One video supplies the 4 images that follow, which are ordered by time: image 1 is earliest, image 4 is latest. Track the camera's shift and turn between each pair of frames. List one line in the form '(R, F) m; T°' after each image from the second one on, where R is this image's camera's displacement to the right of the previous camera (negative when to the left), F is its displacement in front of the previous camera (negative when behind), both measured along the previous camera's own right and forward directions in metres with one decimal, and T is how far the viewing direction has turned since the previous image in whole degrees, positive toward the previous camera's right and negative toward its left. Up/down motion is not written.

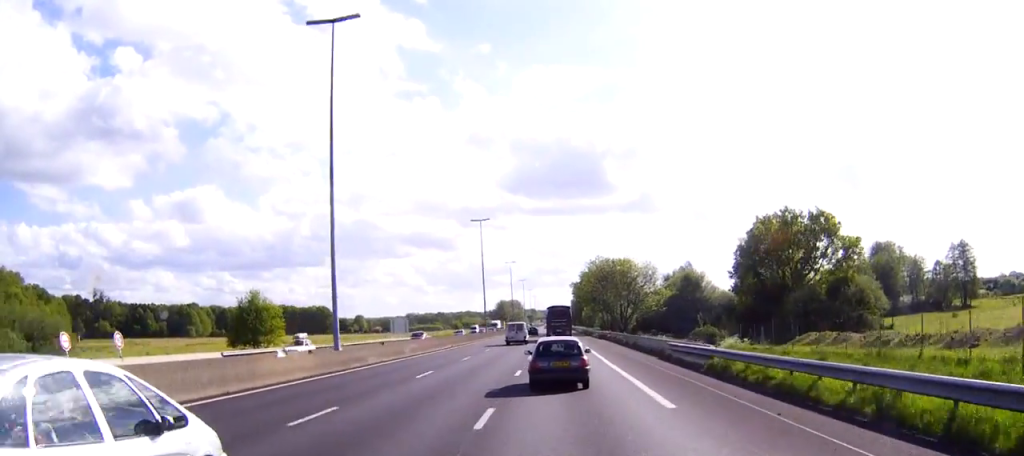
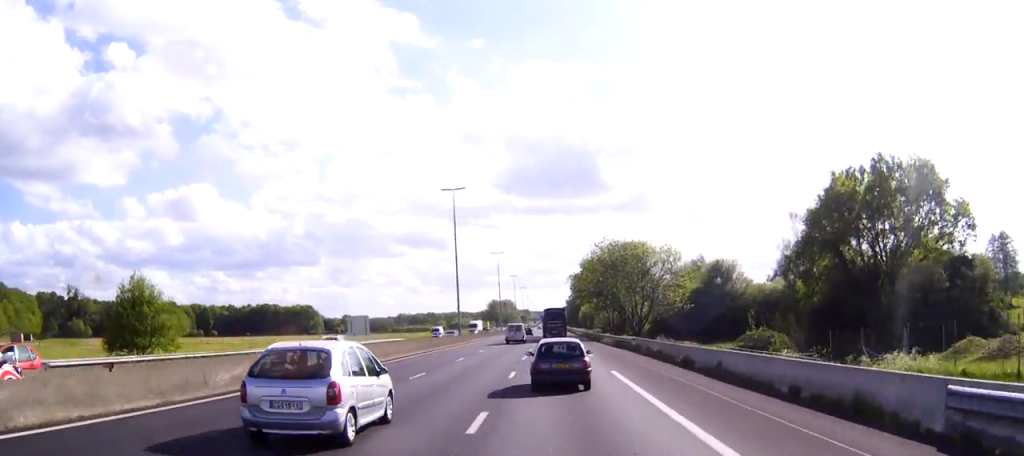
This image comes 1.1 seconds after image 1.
(0.0, +26.6) m; 0°
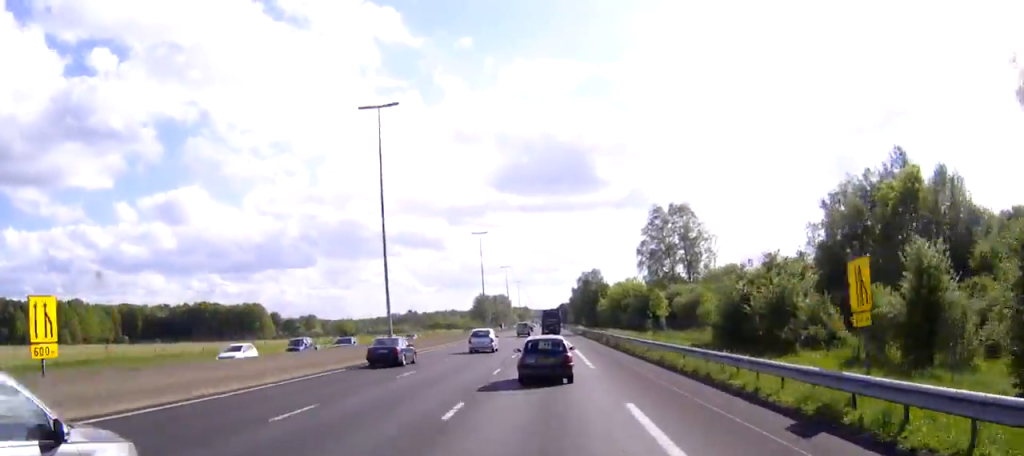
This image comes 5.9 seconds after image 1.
(+0.8, +115.9) m; 0°
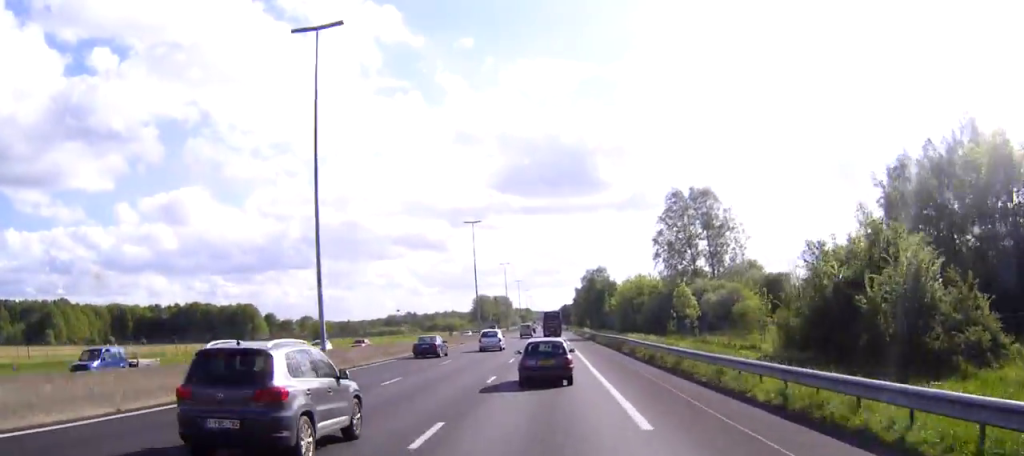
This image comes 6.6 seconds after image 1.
(0.0, +16.2) m; 0°
